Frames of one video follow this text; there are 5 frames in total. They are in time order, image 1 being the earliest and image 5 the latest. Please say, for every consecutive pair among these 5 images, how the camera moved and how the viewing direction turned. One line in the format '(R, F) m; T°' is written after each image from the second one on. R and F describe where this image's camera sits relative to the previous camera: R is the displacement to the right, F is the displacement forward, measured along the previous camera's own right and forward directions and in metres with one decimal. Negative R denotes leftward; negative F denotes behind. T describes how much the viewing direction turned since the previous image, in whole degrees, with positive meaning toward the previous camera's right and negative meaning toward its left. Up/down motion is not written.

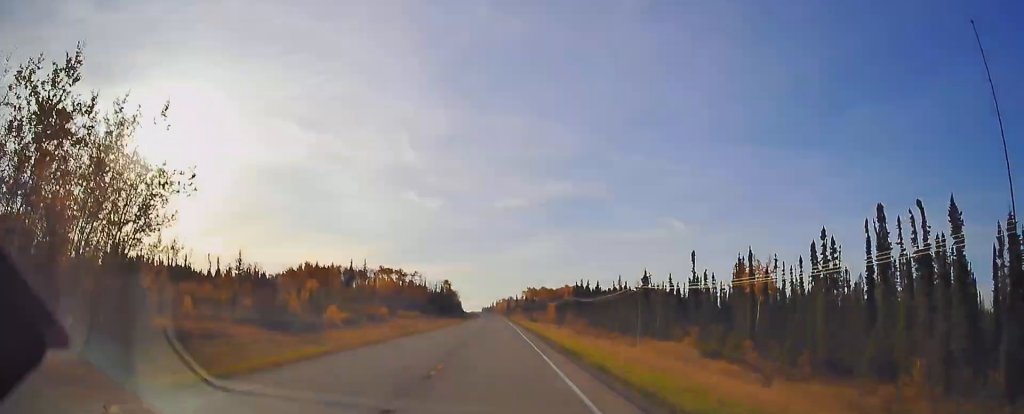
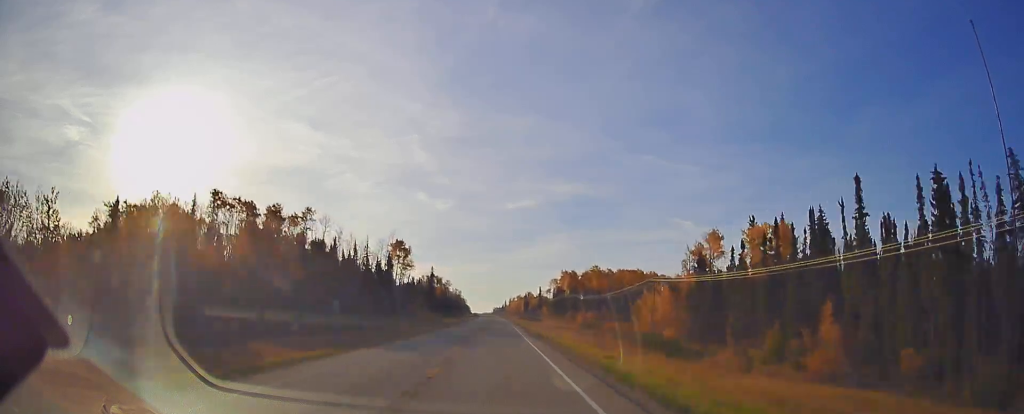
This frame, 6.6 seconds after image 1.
(-2.5, +178.9) m; -1°
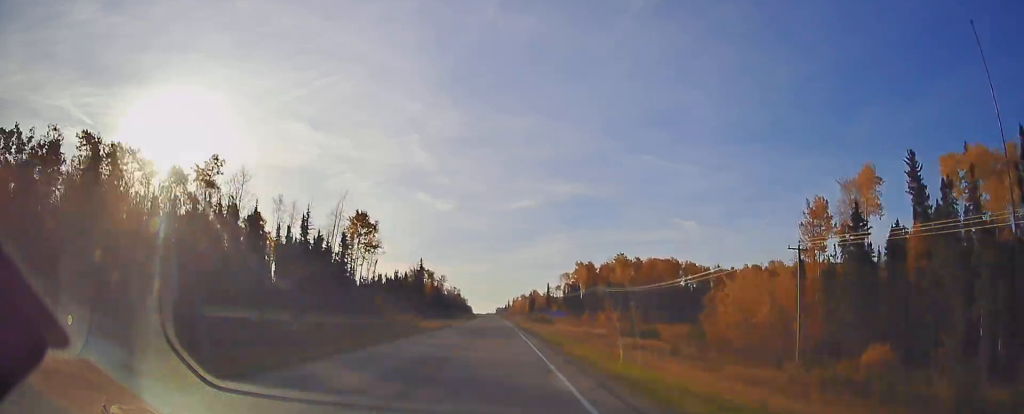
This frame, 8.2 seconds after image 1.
(0.0, +43.0) m; 0°
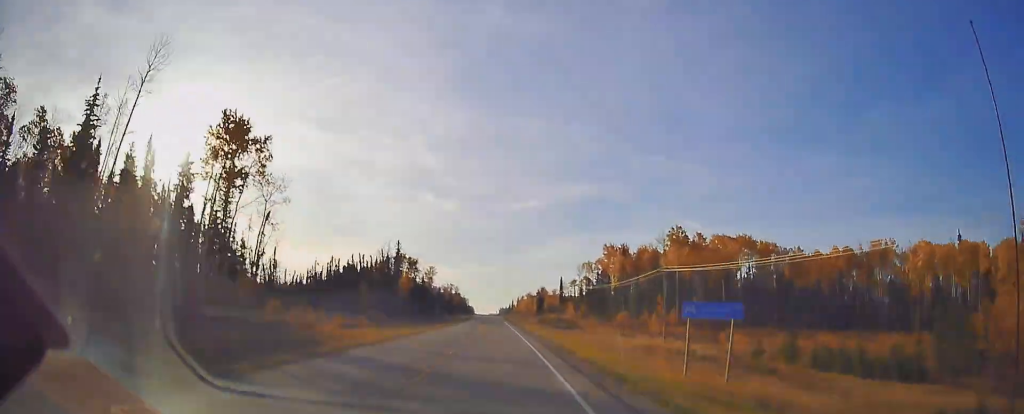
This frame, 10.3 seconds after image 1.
(-0.2, +54.9) m; 0°
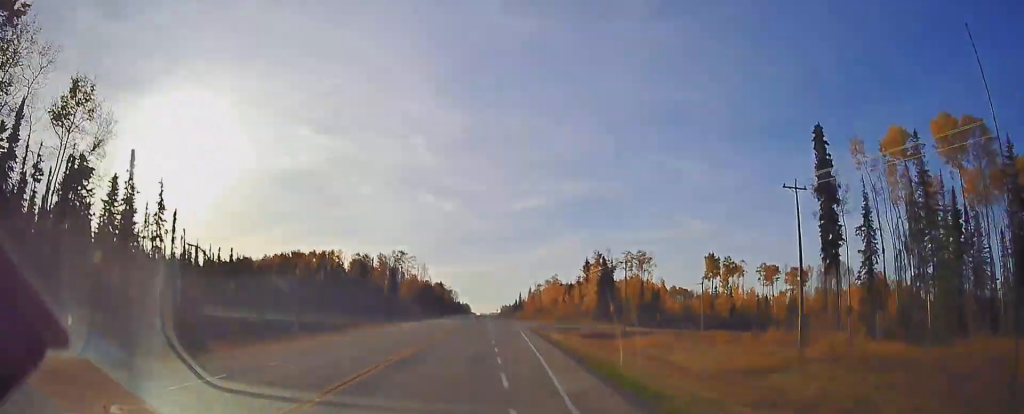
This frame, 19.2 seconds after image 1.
(-0.7, +199.0) m; 0°
